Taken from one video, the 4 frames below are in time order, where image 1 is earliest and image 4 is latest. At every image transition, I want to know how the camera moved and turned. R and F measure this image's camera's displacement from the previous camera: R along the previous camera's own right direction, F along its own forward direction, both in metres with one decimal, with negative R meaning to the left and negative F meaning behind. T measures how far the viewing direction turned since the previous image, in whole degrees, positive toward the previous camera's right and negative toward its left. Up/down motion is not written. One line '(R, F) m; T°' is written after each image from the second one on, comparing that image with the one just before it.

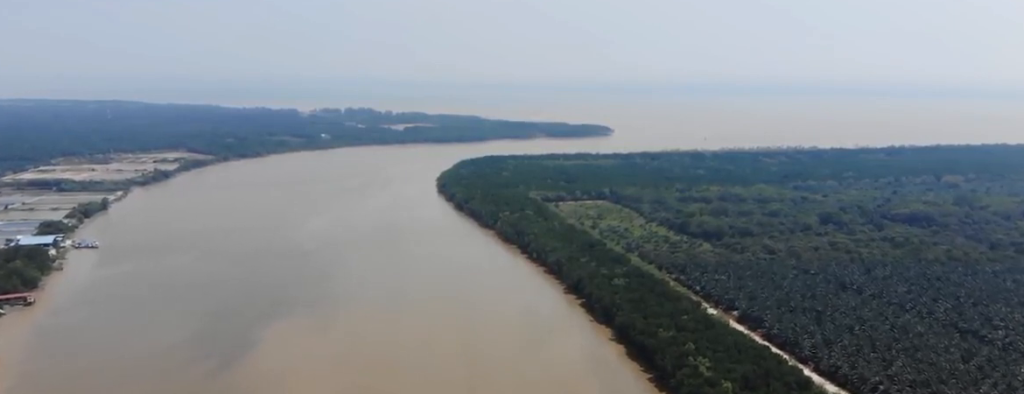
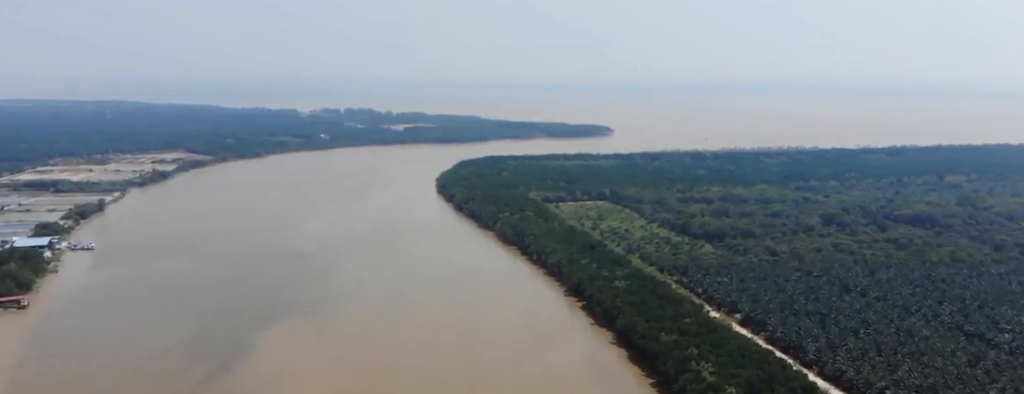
(0.0, +7.6) m; 0°
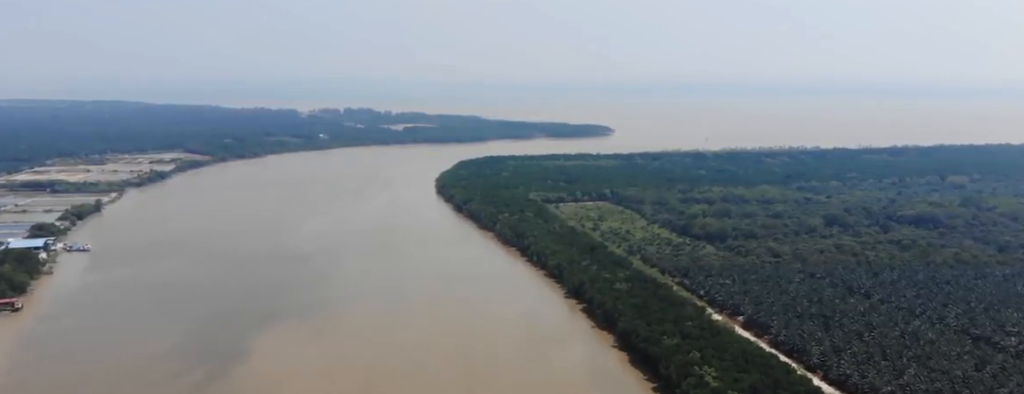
(0.0, +7.3) m; 0°
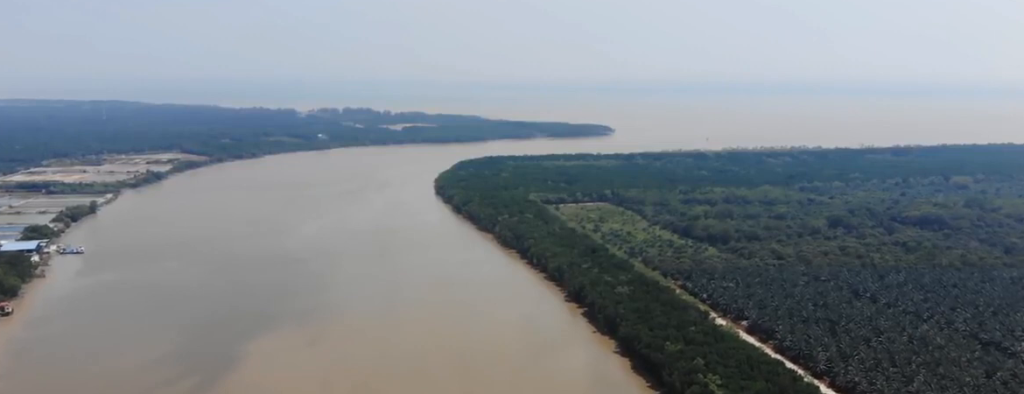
(0.0, +11.1) m; +1°
